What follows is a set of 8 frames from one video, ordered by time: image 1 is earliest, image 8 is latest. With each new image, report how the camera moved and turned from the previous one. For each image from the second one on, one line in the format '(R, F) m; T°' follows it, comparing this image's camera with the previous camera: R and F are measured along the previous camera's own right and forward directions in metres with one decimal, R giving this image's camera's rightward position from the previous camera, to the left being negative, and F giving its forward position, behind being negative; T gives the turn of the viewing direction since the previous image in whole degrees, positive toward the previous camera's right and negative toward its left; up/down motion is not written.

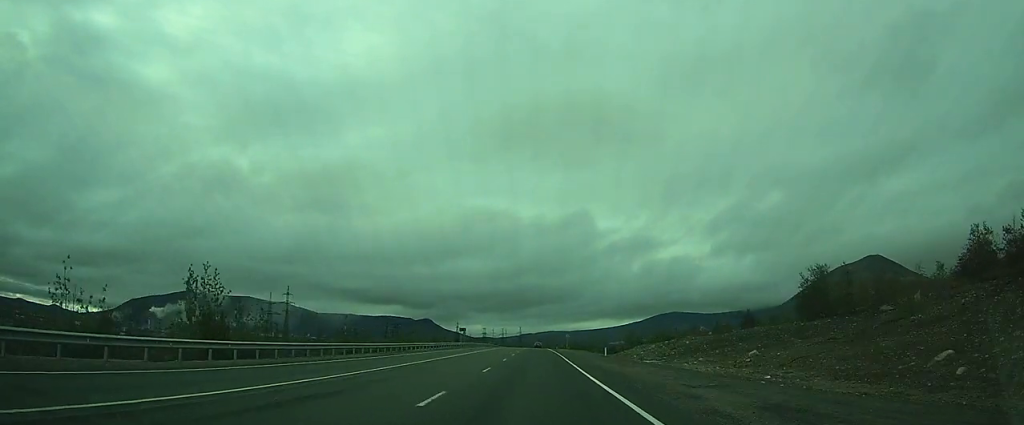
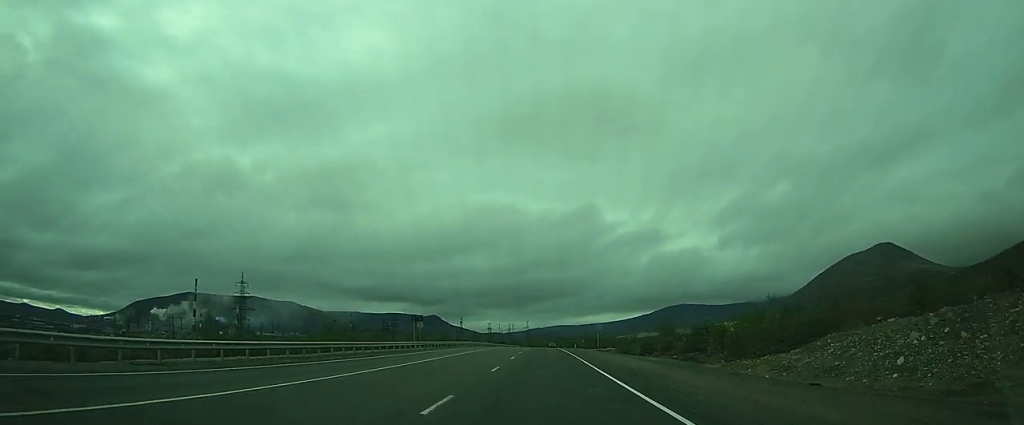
(-0.3, +48.7) m; -1°
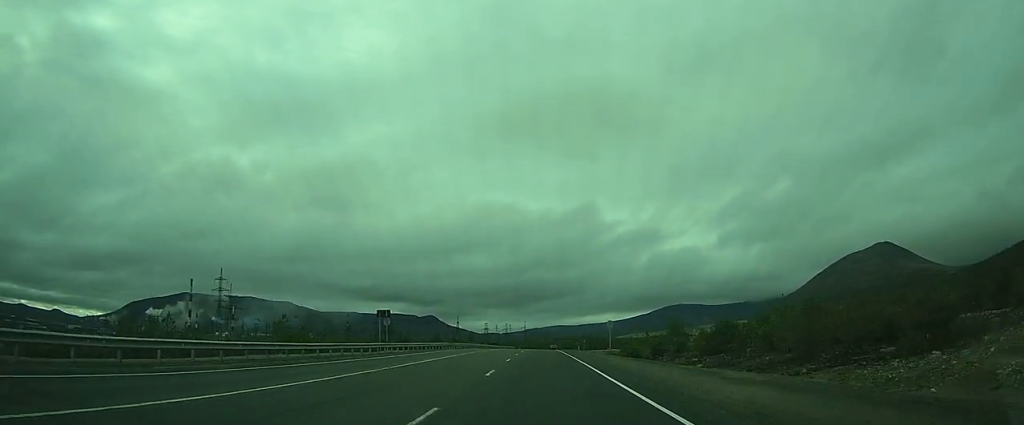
(0.0, +13.5) m; 0°
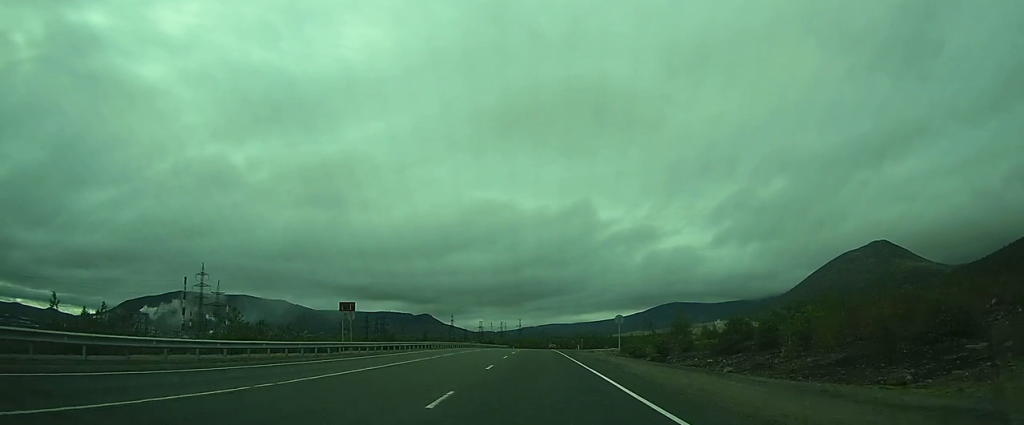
(0.0, +9.0) m; 0°
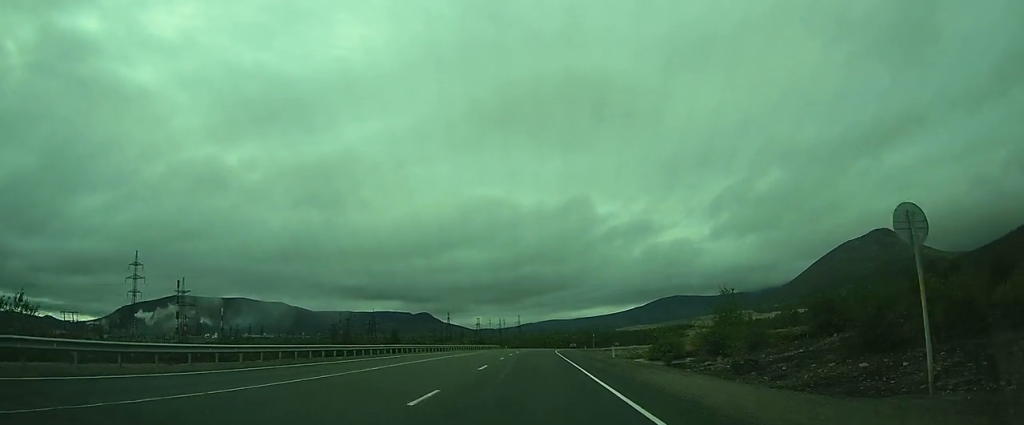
(0.0, +34.3) m; 0°
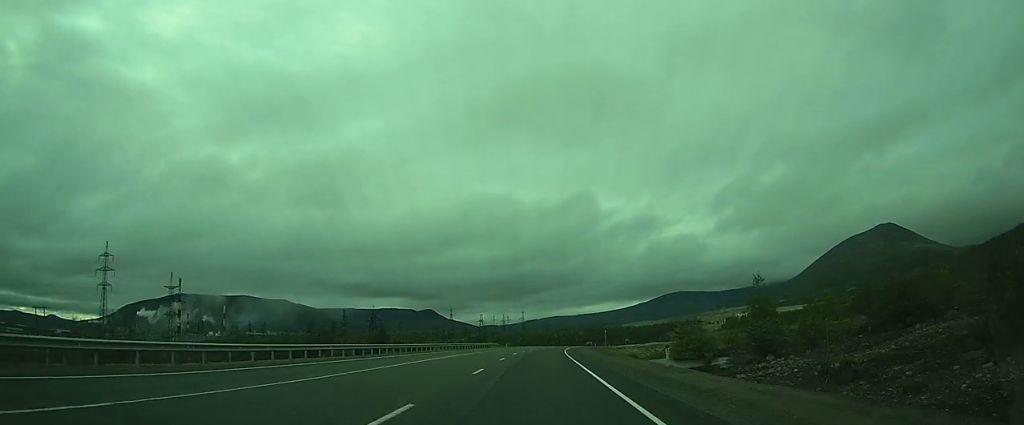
(+0.1, +14.5) m; 0°
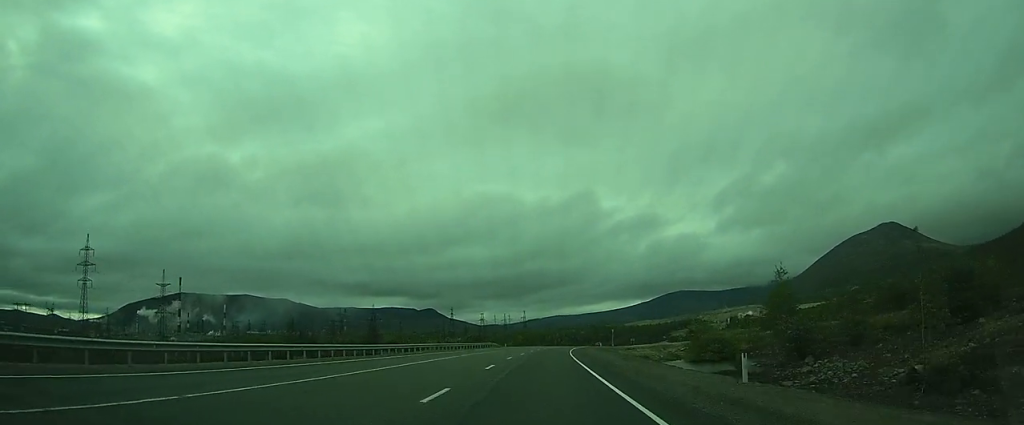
(0.0, +8.2) m; 0°
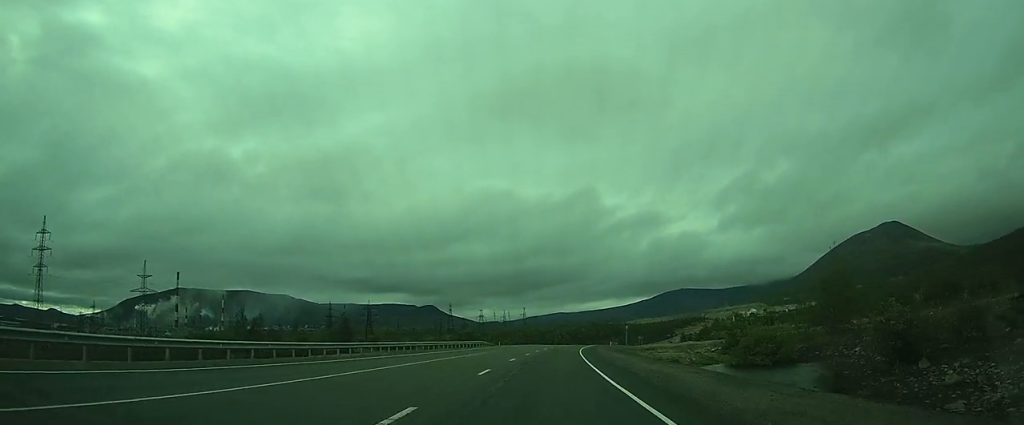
(0.0, +15.7) m; +1°
